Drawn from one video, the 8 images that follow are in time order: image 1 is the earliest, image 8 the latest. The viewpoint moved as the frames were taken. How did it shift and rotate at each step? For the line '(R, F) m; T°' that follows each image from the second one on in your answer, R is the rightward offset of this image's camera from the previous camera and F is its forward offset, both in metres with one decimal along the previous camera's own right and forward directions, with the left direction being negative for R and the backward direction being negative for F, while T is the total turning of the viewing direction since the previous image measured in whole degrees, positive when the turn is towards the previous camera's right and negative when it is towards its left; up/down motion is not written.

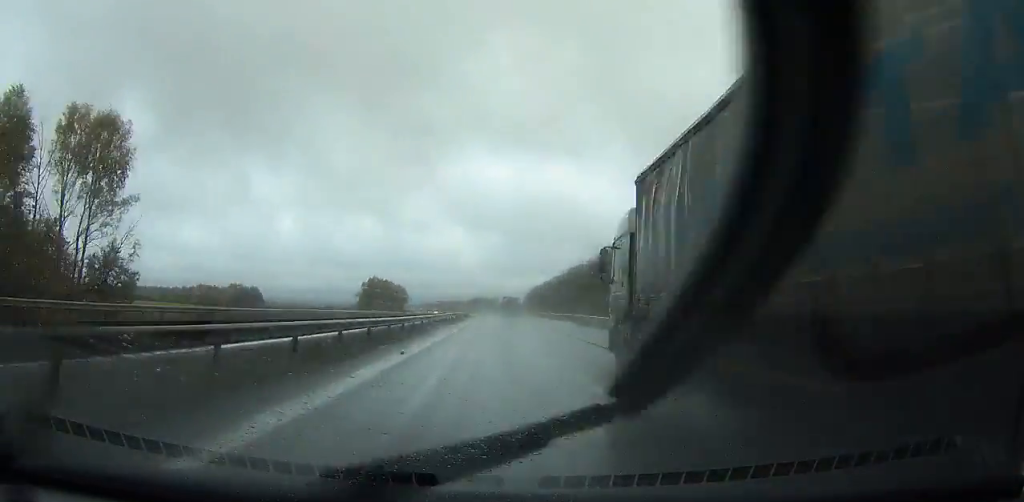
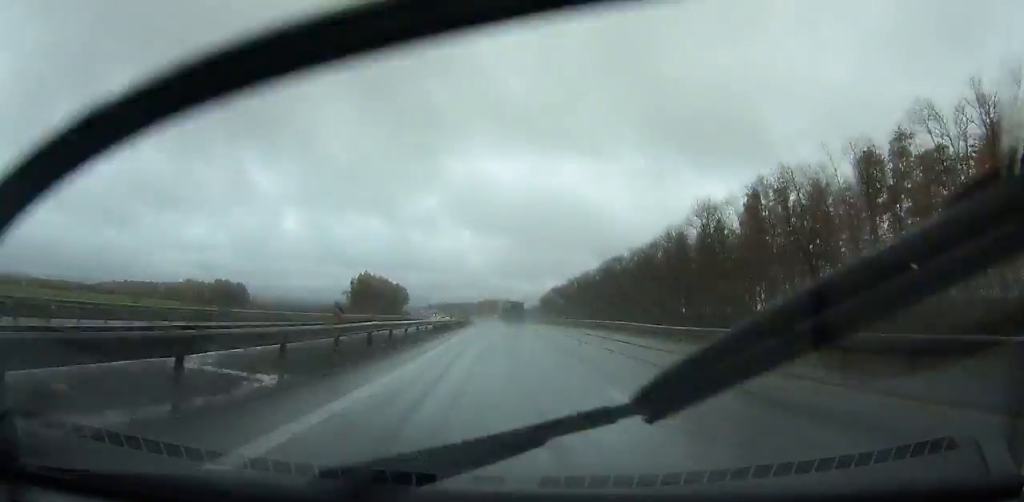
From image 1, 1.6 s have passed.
(+0.1, +51.0) m; -1°
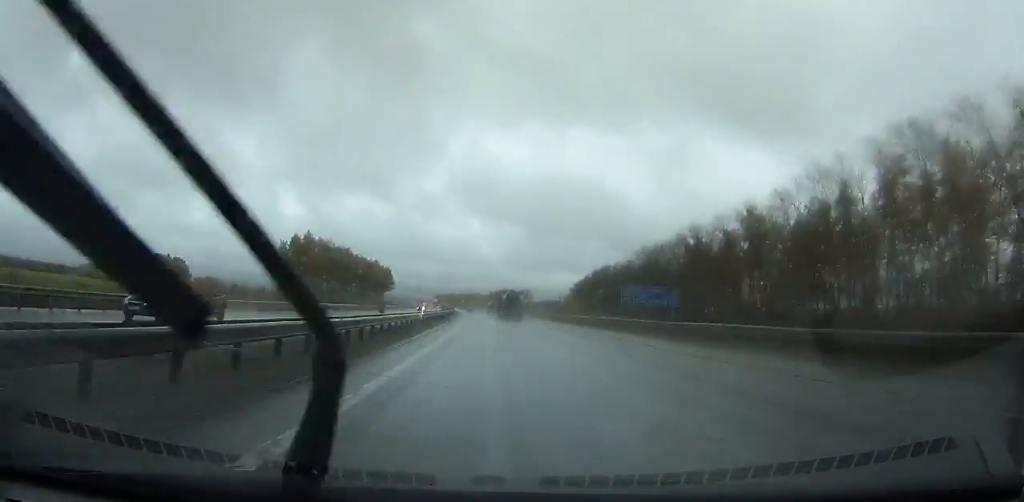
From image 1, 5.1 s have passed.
(-1.6, +112.5) m; -2°
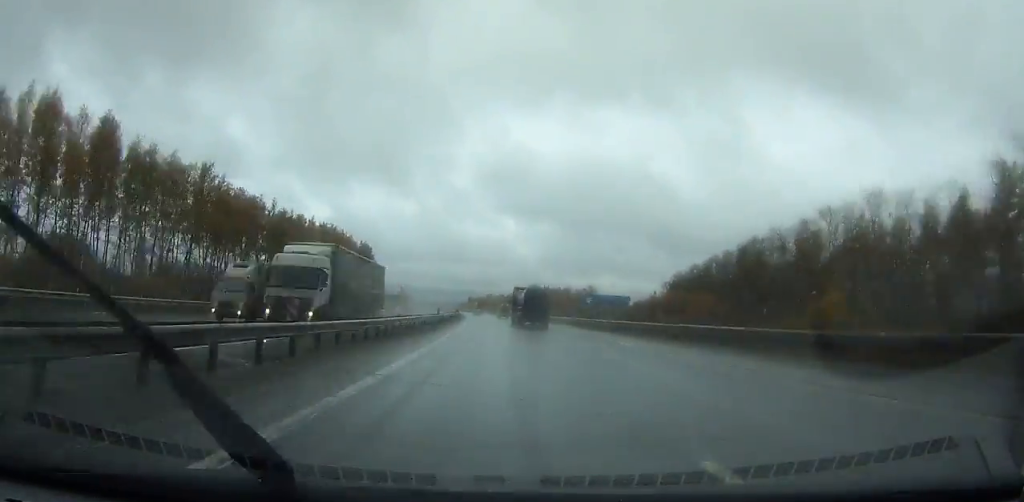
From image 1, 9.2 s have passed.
(-3.2, +131.6) m; -3°
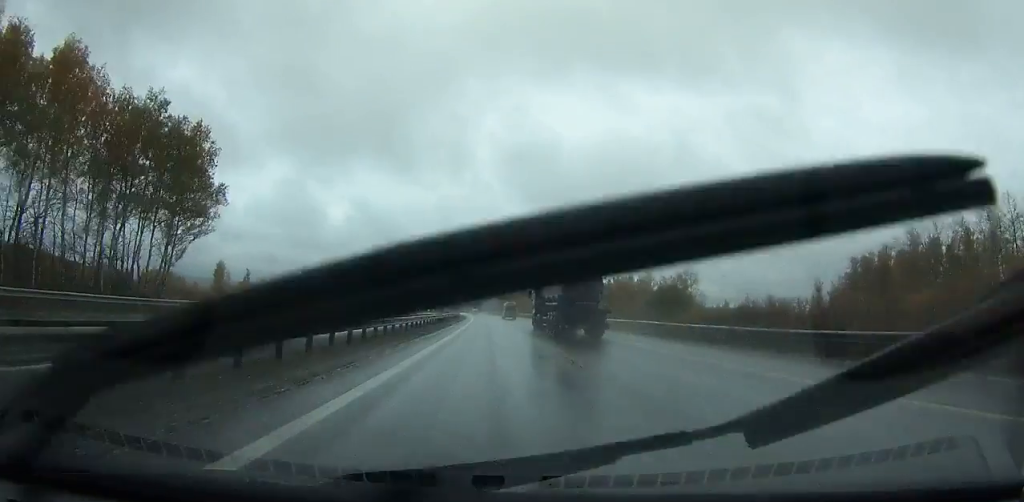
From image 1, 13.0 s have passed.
(-3.4, +121.7) m; -3°
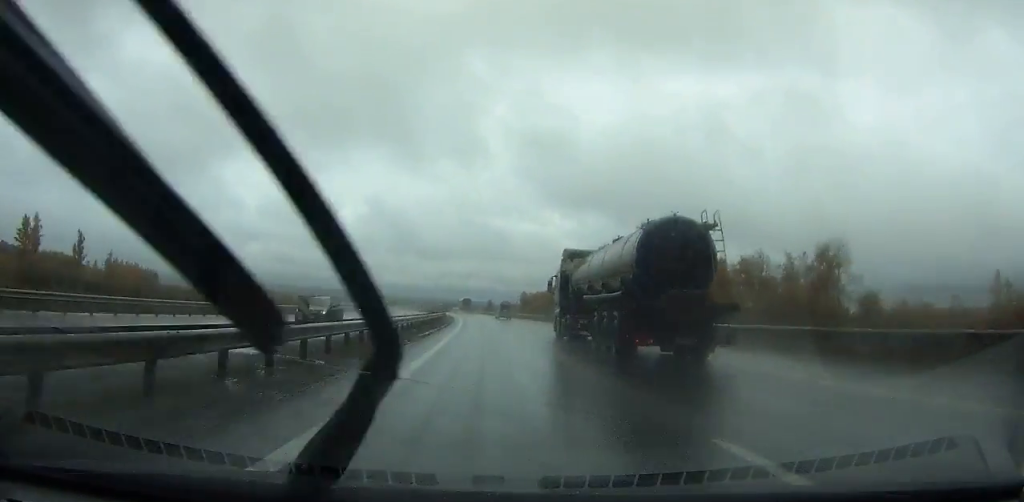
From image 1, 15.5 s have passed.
(-1.6, +80.1) m; -3°
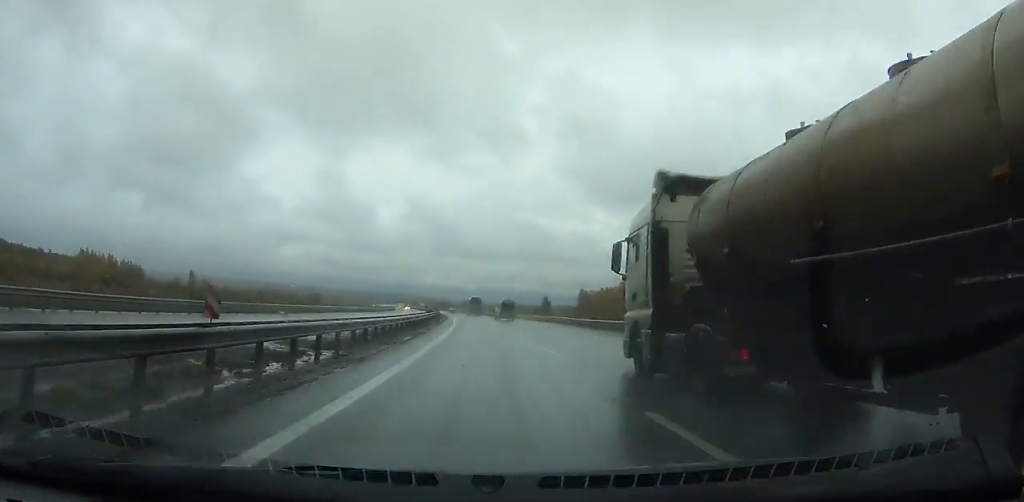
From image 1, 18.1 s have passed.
(-2.5, +83.4) m; -4°
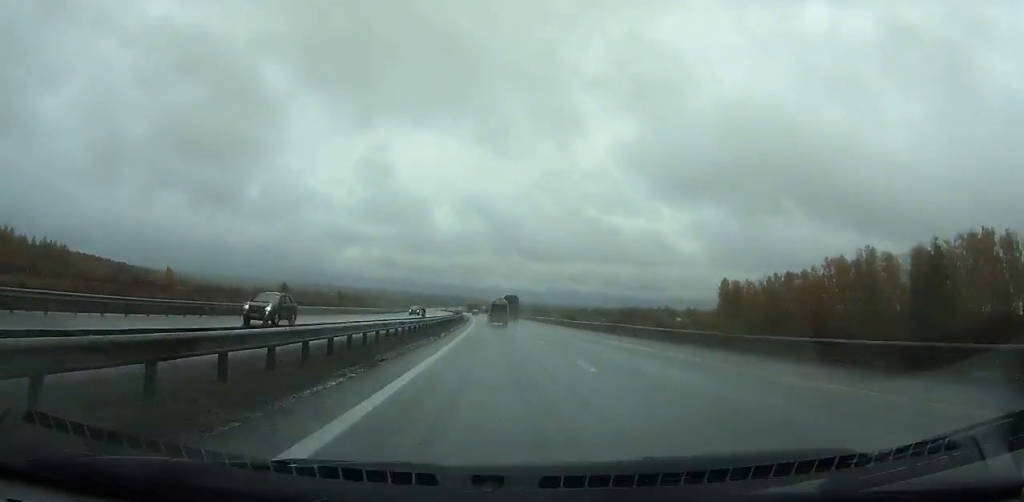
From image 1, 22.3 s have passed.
(-7.3, +134.8) m; -6°
